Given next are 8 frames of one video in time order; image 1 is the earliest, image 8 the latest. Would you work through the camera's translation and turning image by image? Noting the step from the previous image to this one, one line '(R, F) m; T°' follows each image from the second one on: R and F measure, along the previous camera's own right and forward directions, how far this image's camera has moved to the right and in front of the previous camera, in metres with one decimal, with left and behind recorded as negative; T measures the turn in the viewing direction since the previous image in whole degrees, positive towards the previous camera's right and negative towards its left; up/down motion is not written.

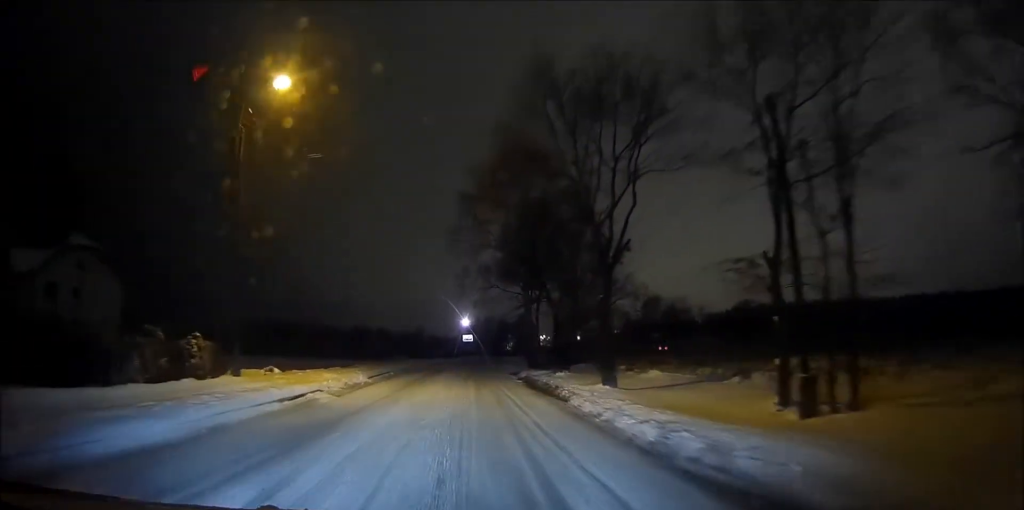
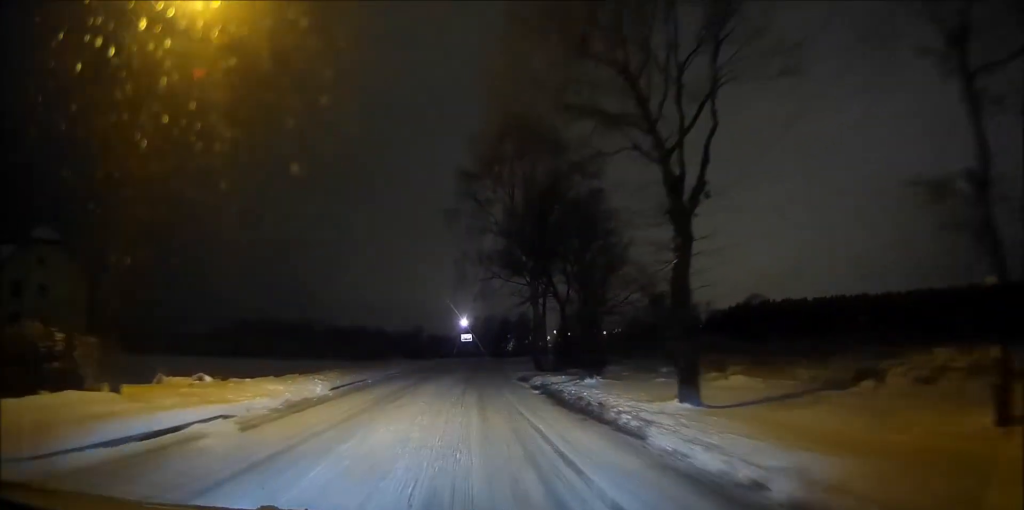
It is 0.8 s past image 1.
(0.0, +7.5) m; 0°
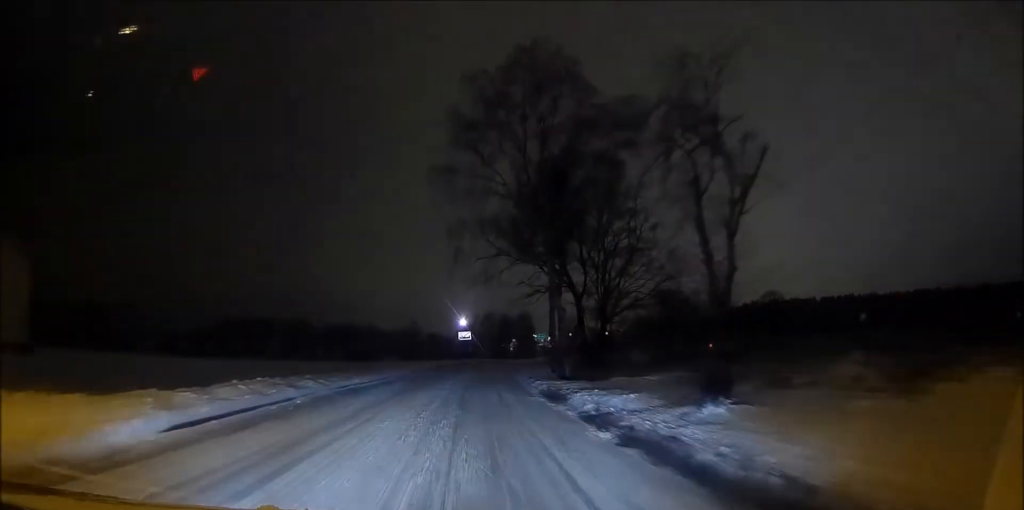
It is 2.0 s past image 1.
(+0.1, +11.1) m; +2°
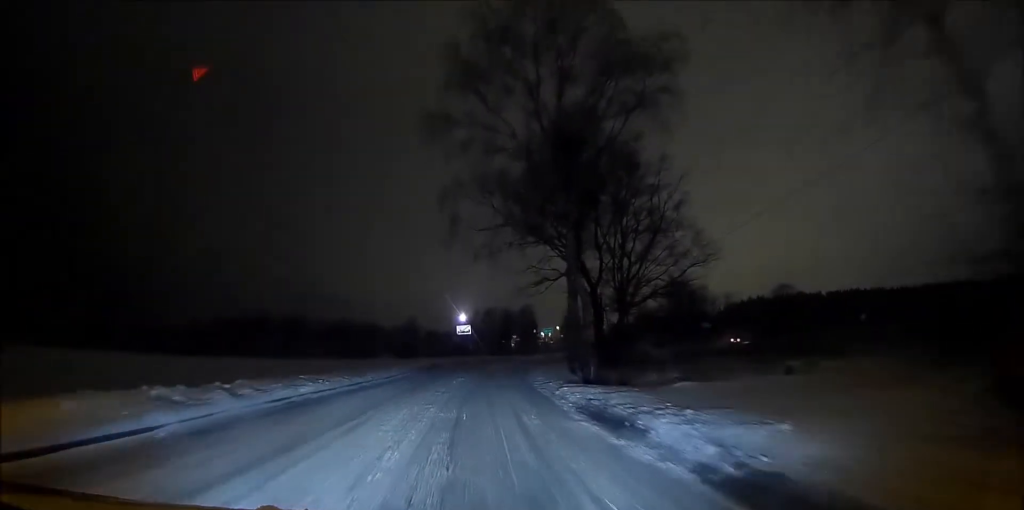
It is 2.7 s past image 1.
(+0.2, +7.3) m; +1°
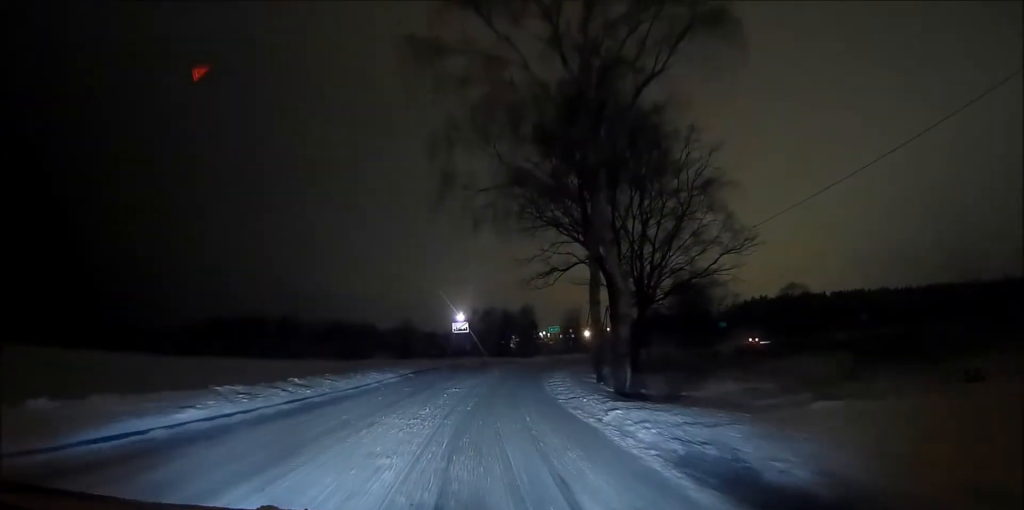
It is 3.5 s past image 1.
(0.0, +7.2) m; 0°
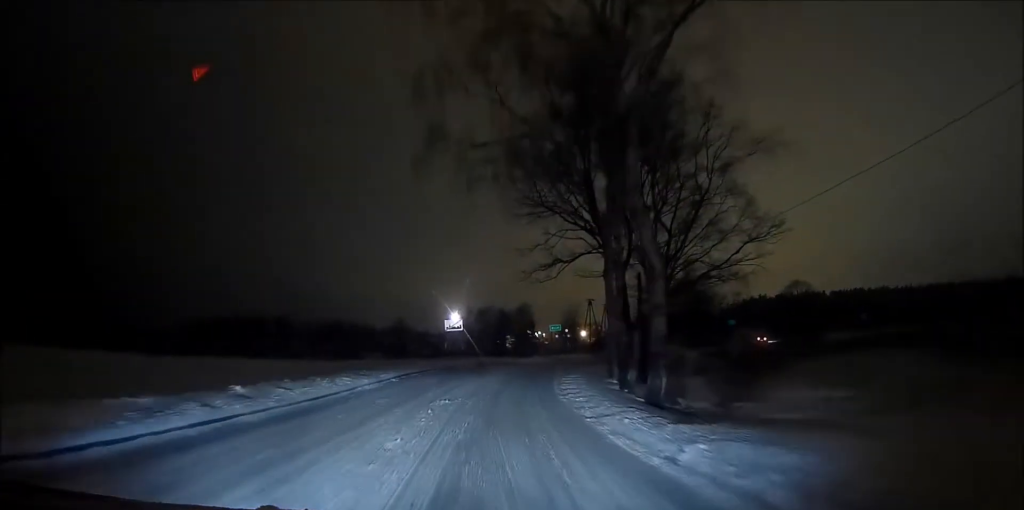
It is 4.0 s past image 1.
(0.0, +4.7) m; 0°
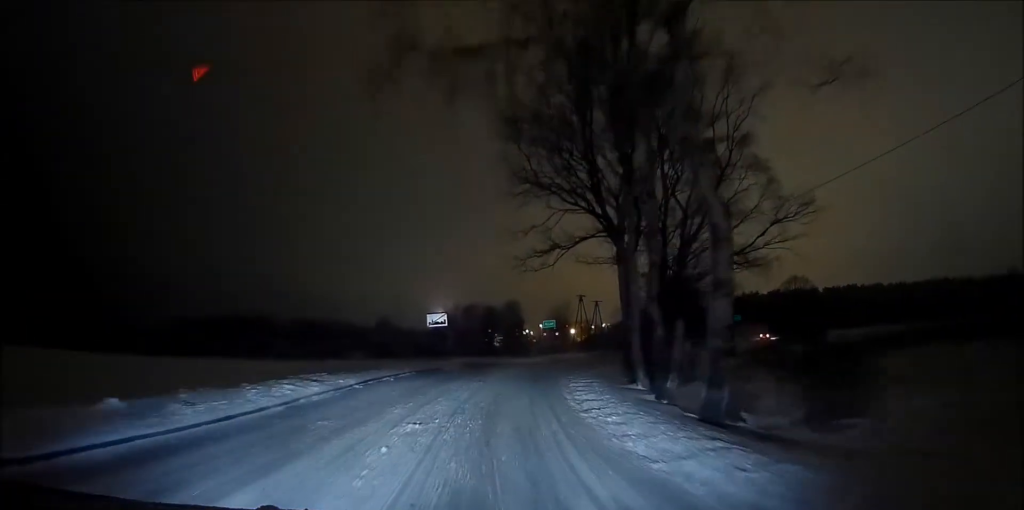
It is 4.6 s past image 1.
(0.0, +5.2) m; +1°
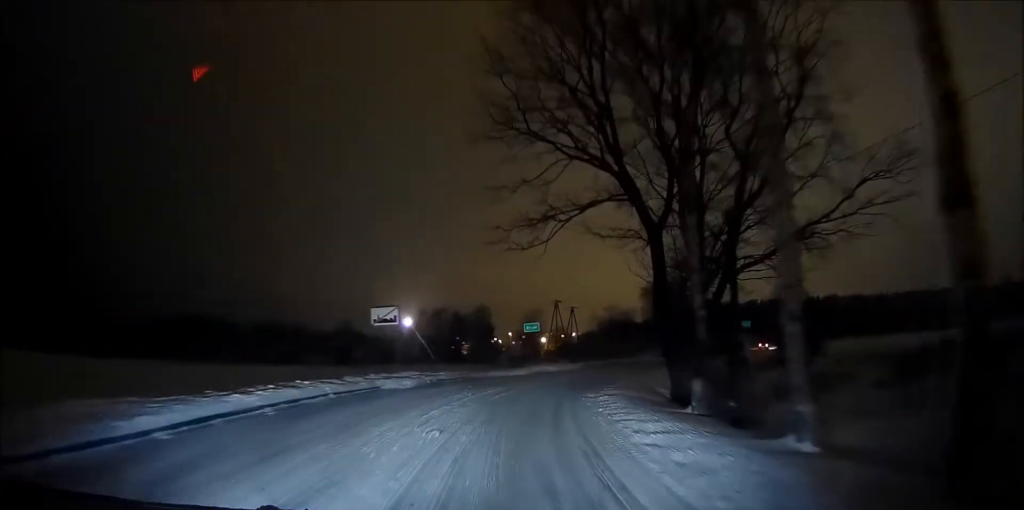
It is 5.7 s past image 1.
(+0.1, +10.6) m; +3°
